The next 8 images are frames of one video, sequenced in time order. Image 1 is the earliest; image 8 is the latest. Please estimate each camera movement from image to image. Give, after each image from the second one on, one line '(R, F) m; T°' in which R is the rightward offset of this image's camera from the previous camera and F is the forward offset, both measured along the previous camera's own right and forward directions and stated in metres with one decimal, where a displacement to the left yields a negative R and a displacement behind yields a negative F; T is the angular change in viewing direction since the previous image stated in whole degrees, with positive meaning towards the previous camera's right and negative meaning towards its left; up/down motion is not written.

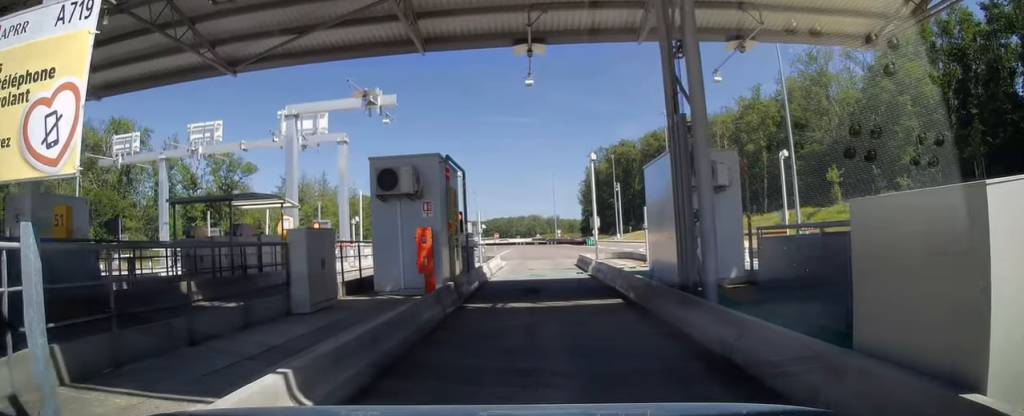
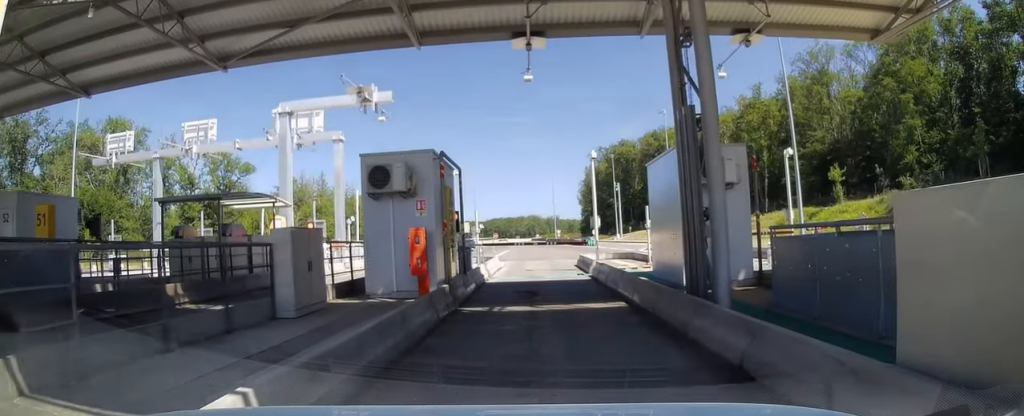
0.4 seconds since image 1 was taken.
(+0.1, +0.3) m; 0°
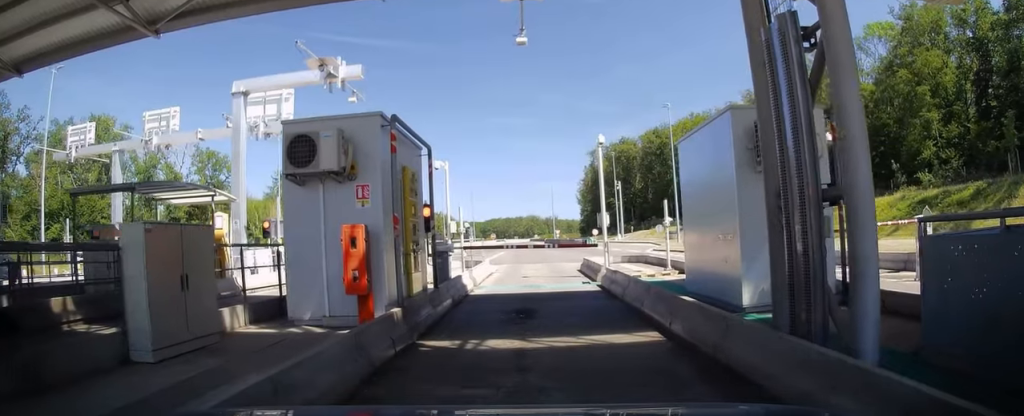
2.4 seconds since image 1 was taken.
(+0.6, +2.0) m; -1°
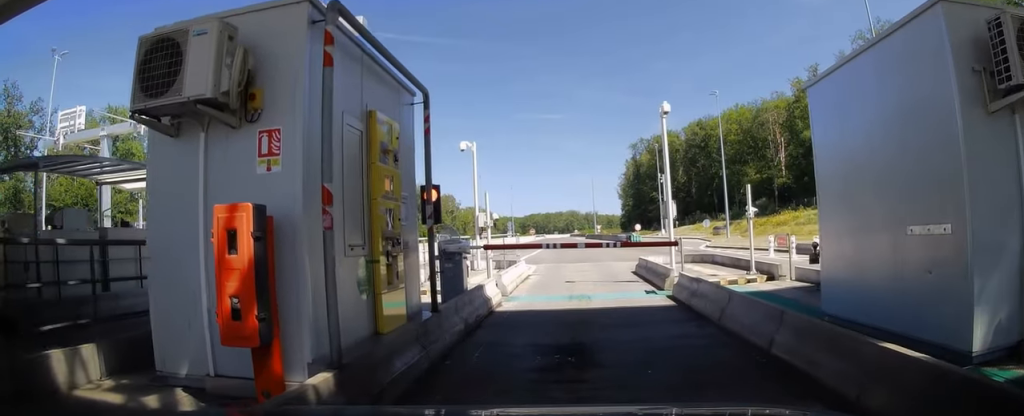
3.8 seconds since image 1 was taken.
(-0.1, +2.1) m; +5°
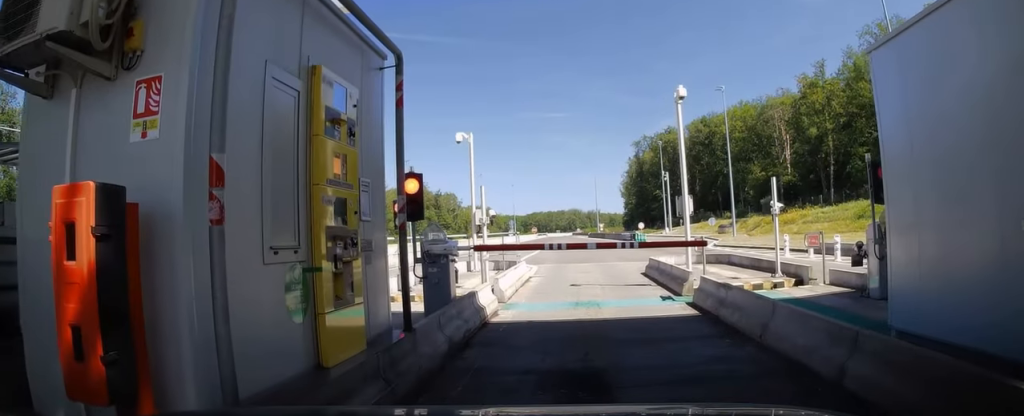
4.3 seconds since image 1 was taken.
(+0.2, +0.8) m; 0°
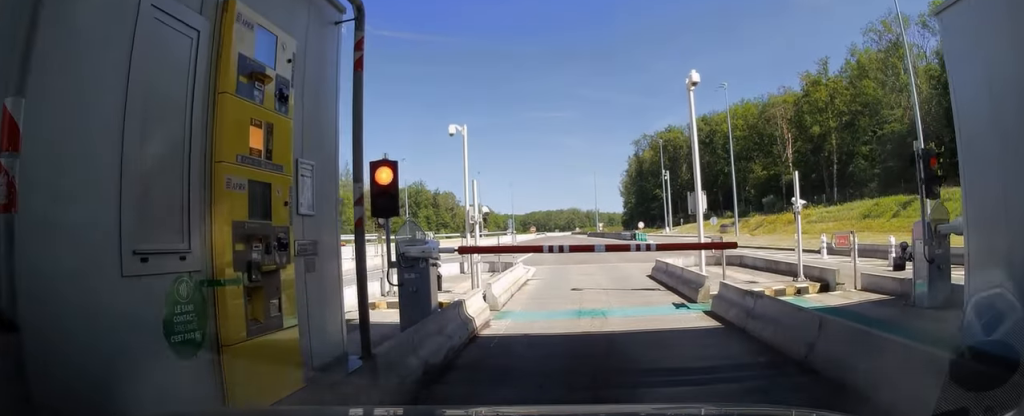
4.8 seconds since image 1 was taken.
(+0.2, +0.7) m; 0°
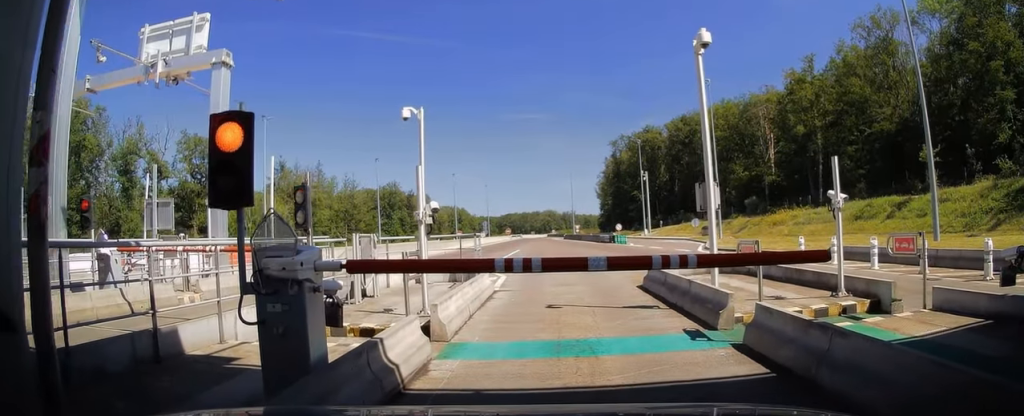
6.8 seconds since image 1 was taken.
(-0.3, +1.4) m; 0°
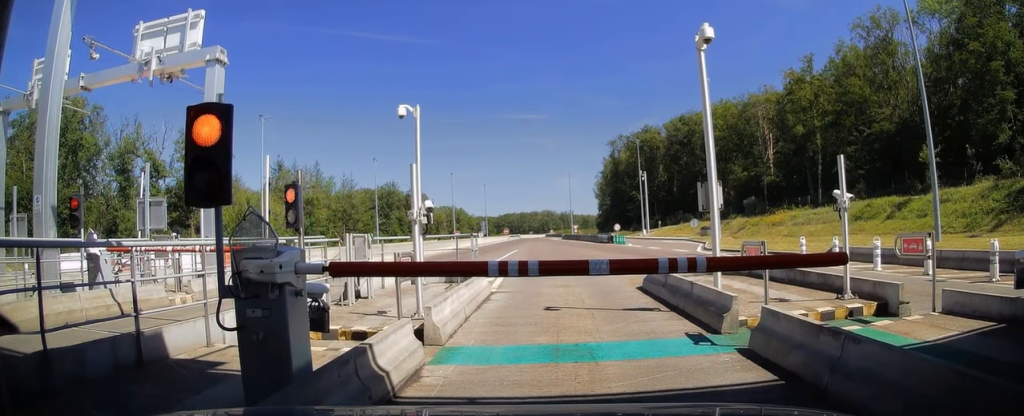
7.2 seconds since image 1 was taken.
(-0.2, -0.1) m; 0°
